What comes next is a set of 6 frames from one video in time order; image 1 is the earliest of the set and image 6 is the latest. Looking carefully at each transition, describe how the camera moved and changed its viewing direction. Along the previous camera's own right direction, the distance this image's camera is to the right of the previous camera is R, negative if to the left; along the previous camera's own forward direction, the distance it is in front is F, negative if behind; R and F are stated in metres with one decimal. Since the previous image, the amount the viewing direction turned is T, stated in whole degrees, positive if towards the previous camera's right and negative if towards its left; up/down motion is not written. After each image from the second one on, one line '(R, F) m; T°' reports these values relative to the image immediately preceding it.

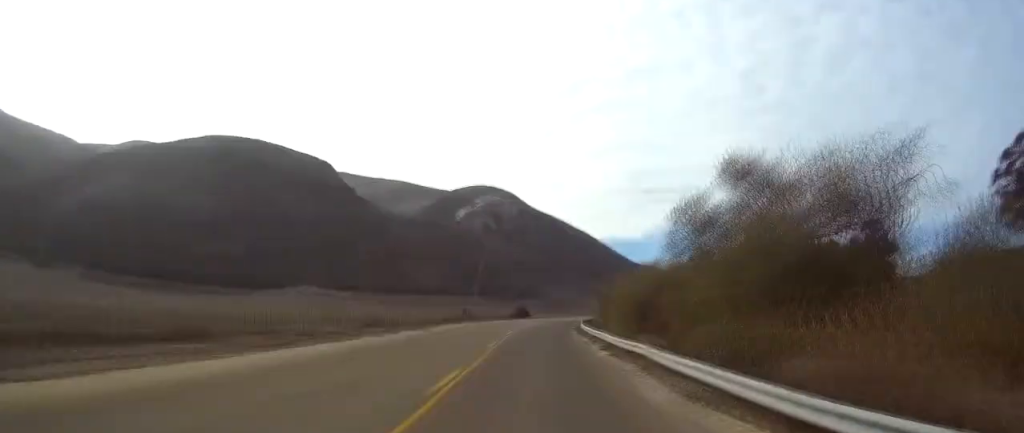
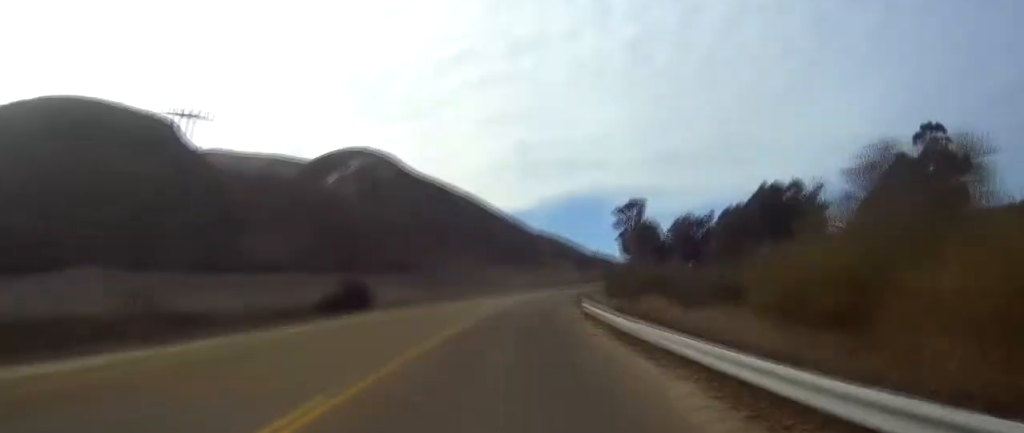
(+3.2, +80.8) m; +7°
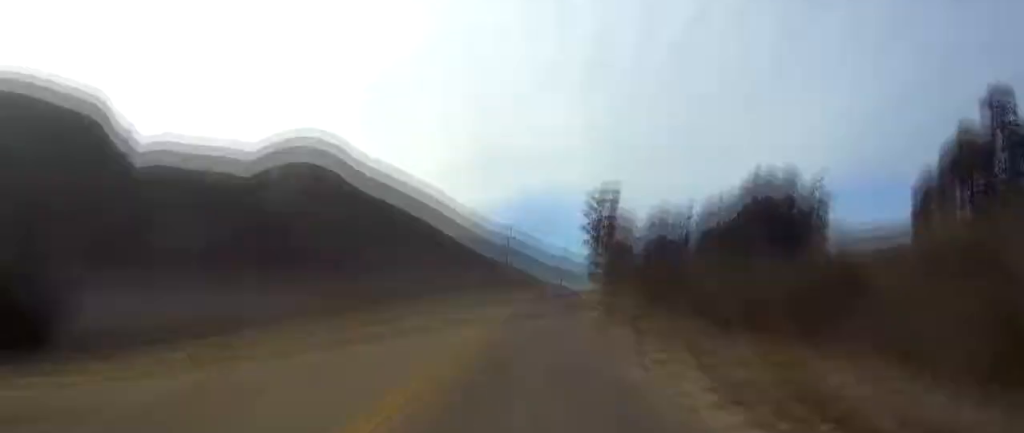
(+0.5, +35.9) m; +3°
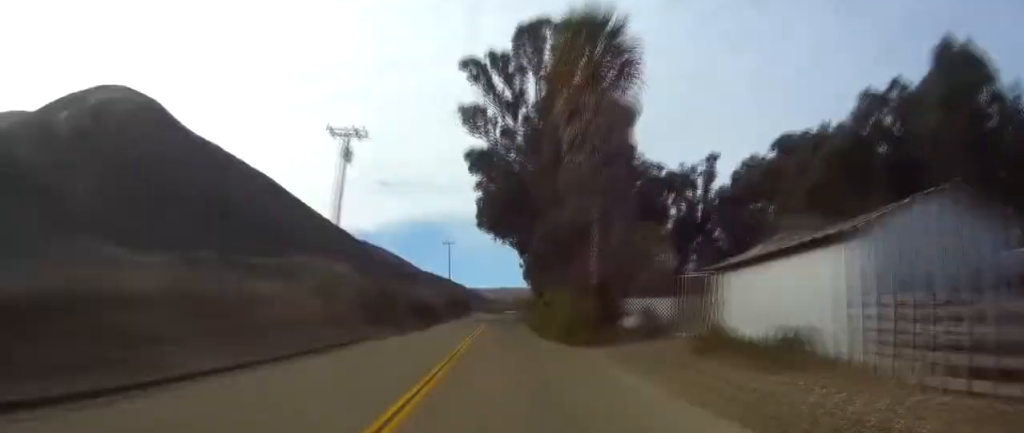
(+17.3, +163.3) m; +7°
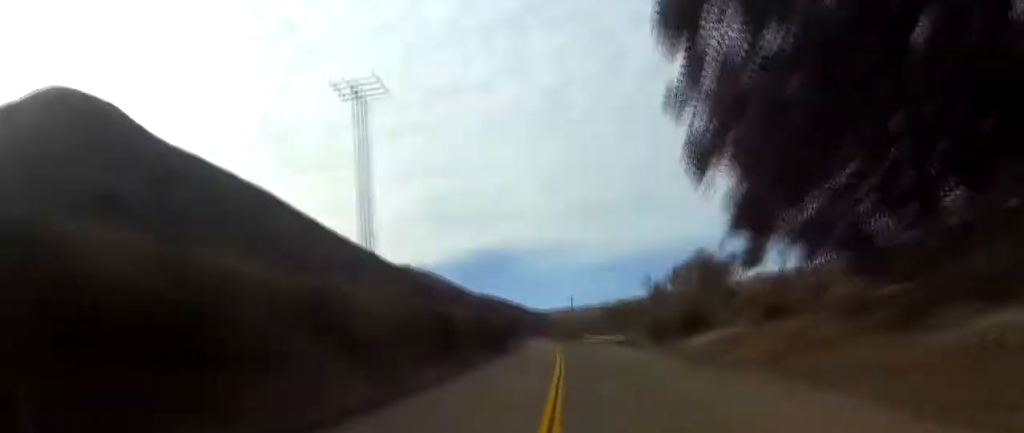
(-0.5, +102.8) m; -2°
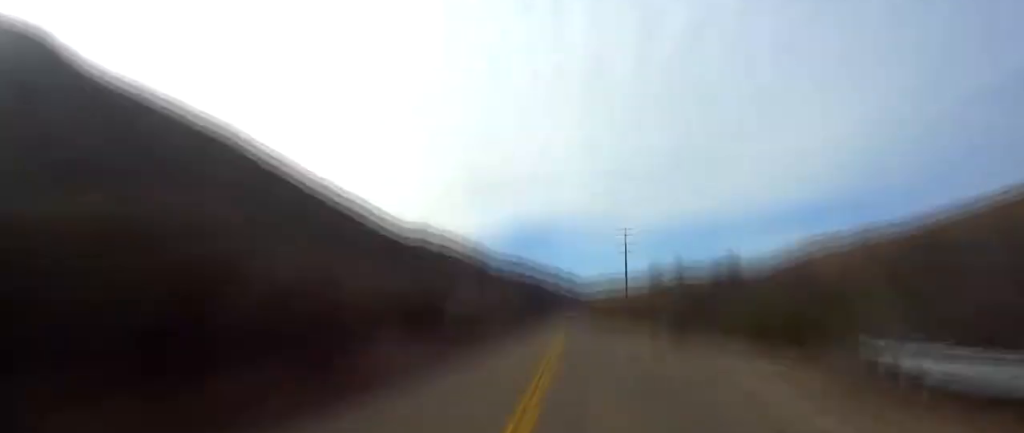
(-3.0, +91.5) m; -2°
